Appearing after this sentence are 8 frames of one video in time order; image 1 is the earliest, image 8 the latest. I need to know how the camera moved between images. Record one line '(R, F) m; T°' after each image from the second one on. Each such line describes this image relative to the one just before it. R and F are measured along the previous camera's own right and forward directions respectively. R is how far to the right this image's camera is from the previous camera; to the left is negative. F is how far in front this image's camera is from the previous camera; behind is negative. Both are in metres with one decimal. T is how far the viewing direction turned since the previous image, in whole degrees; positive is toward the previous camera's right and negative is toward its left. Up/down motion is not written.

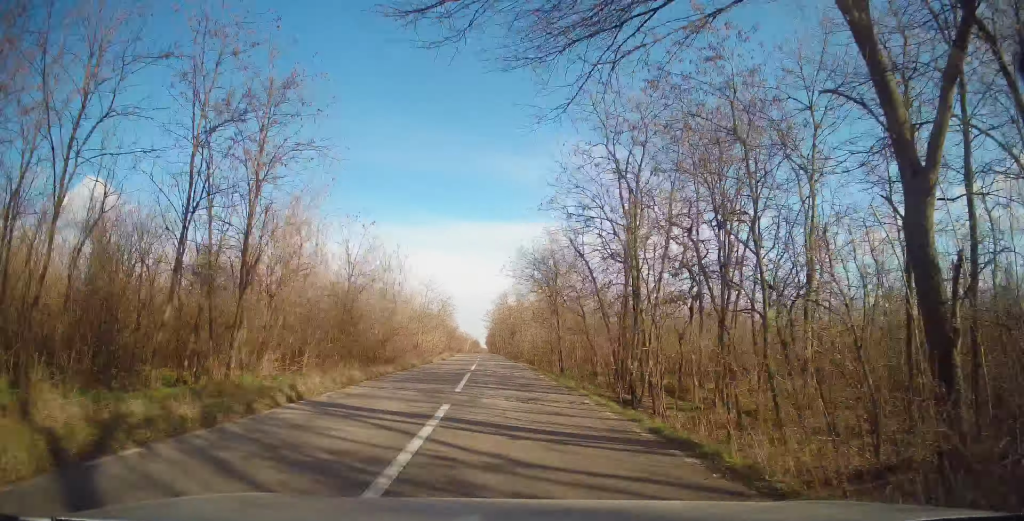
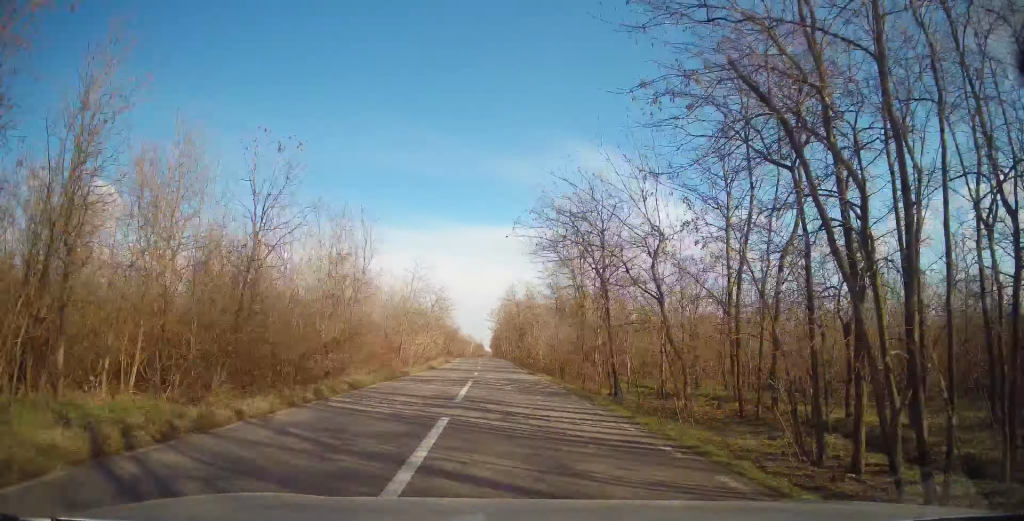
(+0.1, +12.8) m; -1°
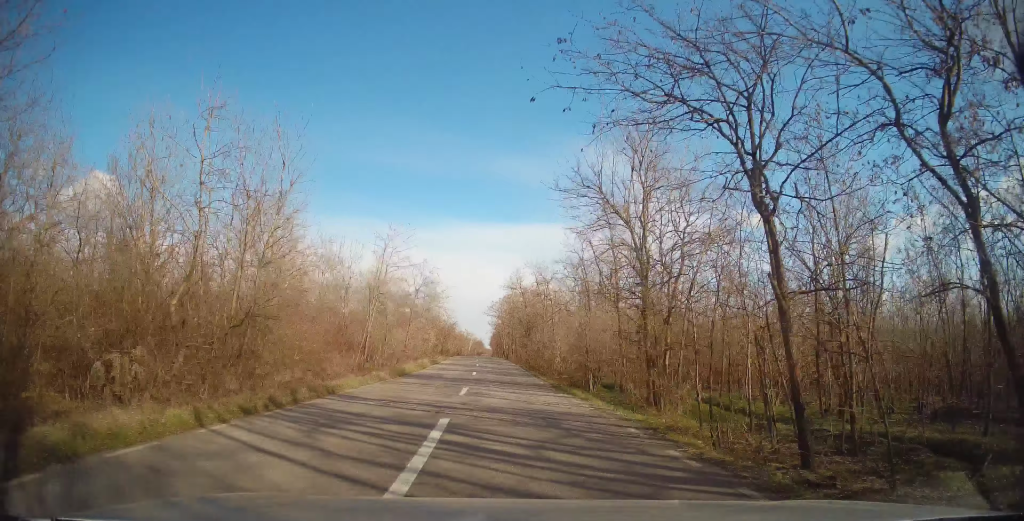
(0.0, +12.1) m; 0°
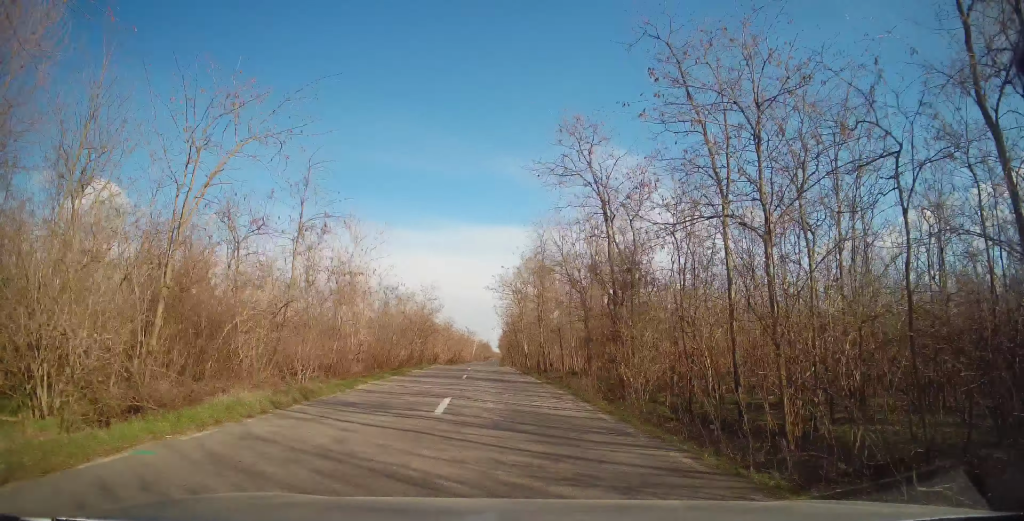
(-0.3, +40.5) m; 0°
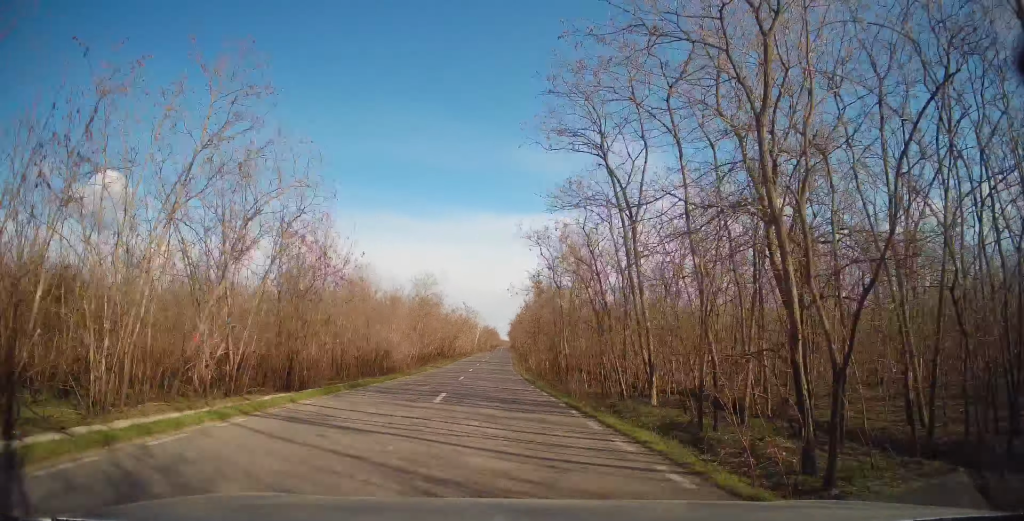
(-0.6, +44.5) m; -1°
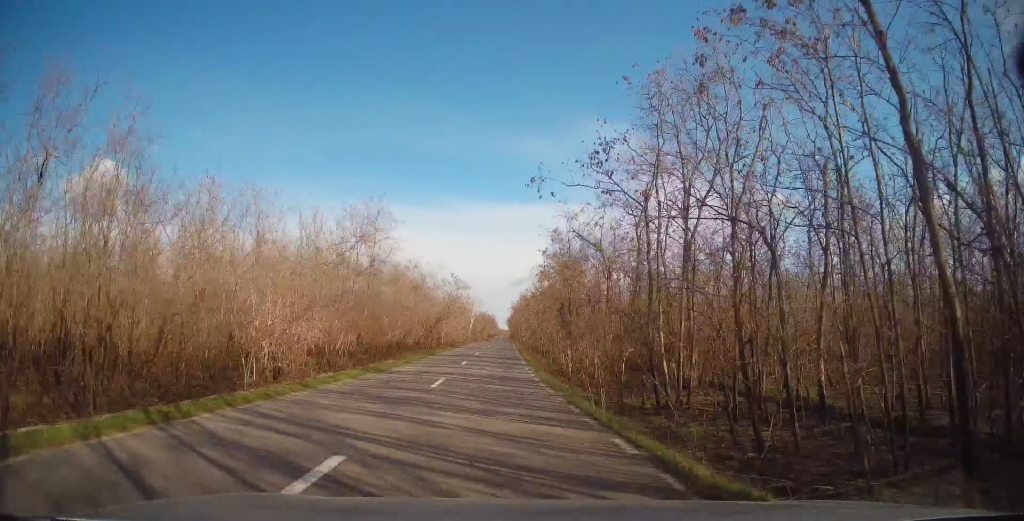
(+0.1, +22.7) m; +1°
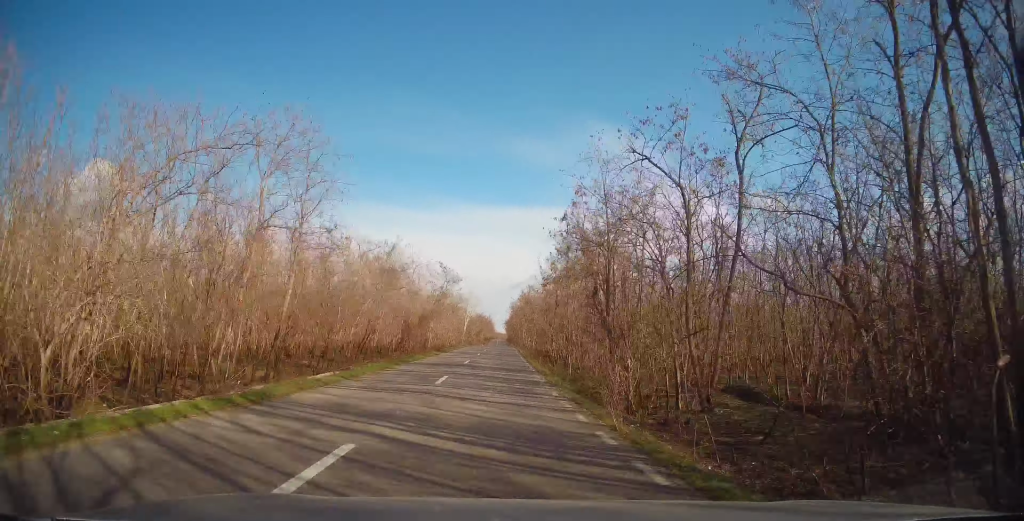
(+0.2, +11.5) m; 0°
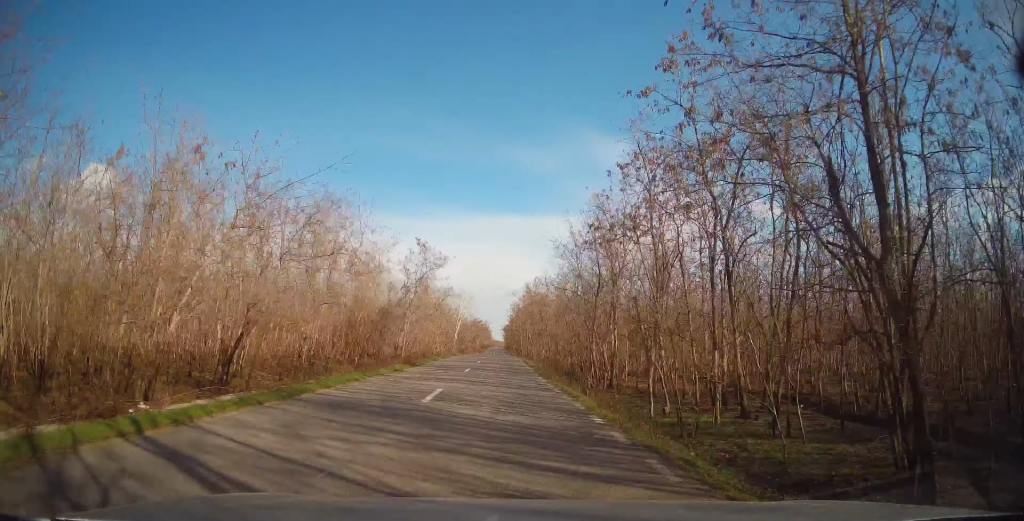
(+0.1, +15.3) m; 0°
